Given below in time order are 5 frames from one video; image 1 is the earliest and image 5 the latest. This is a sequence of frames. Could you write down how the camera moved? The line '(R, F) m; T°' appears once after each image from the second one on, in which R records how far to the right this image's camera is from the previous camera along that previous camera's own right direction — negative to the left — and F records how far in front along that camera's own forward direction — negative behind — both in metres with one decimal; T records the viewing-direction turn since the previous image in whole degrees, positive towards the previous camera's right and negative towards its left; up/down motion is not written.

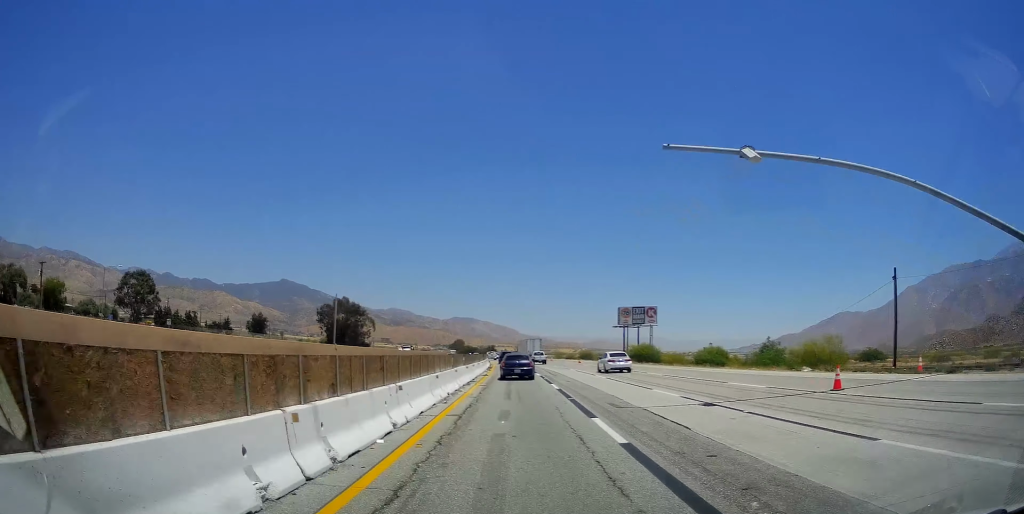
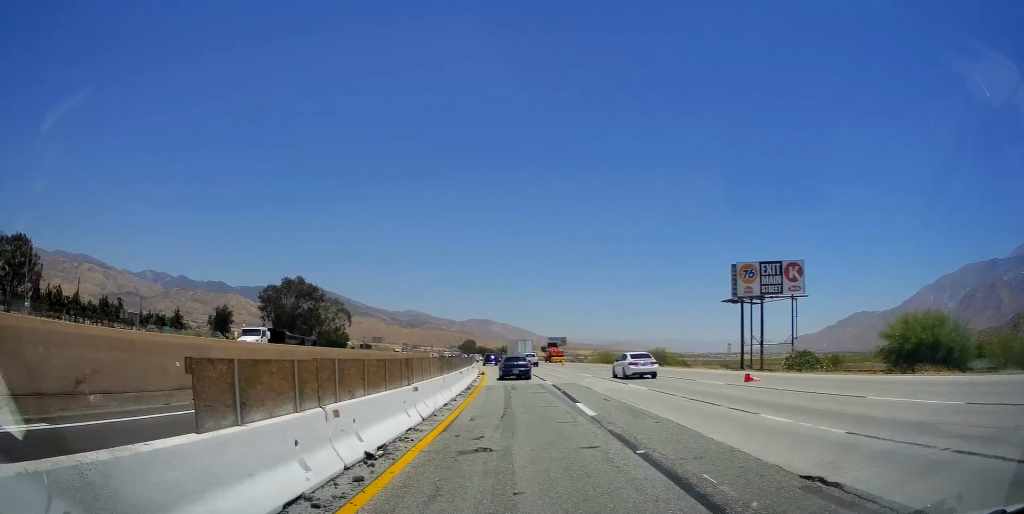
(-0.3, +53.9) m; -1°
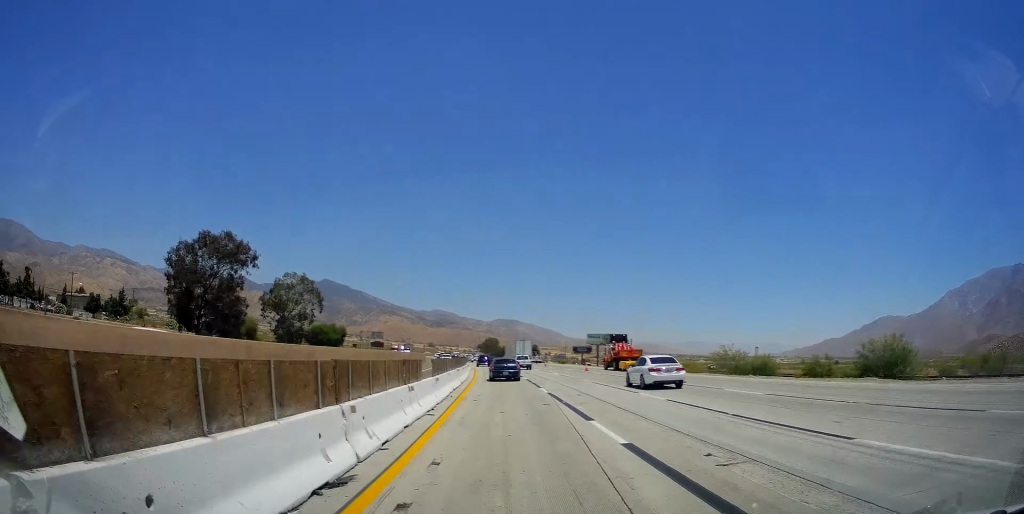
(-0.7, +45.9) m; -3°
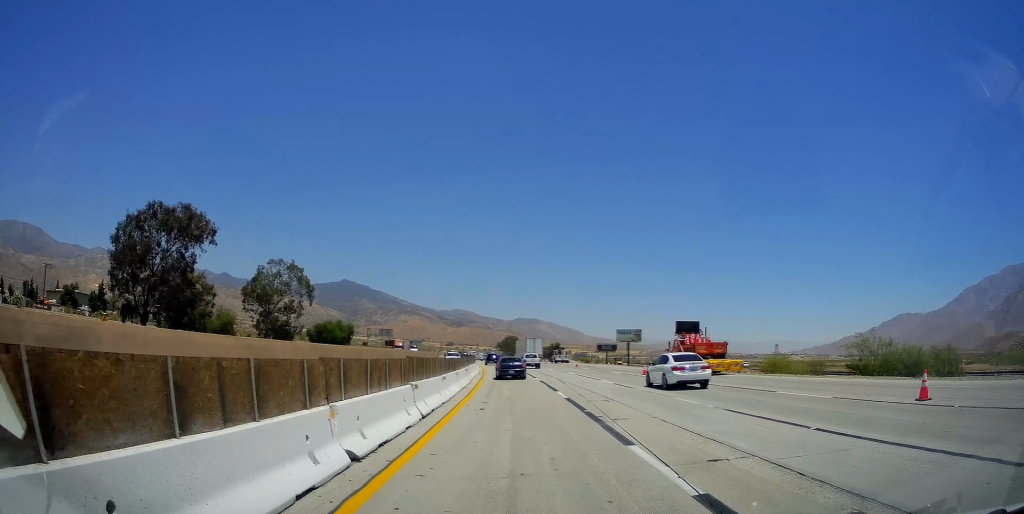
(-0.5, +18.0) m; -1°
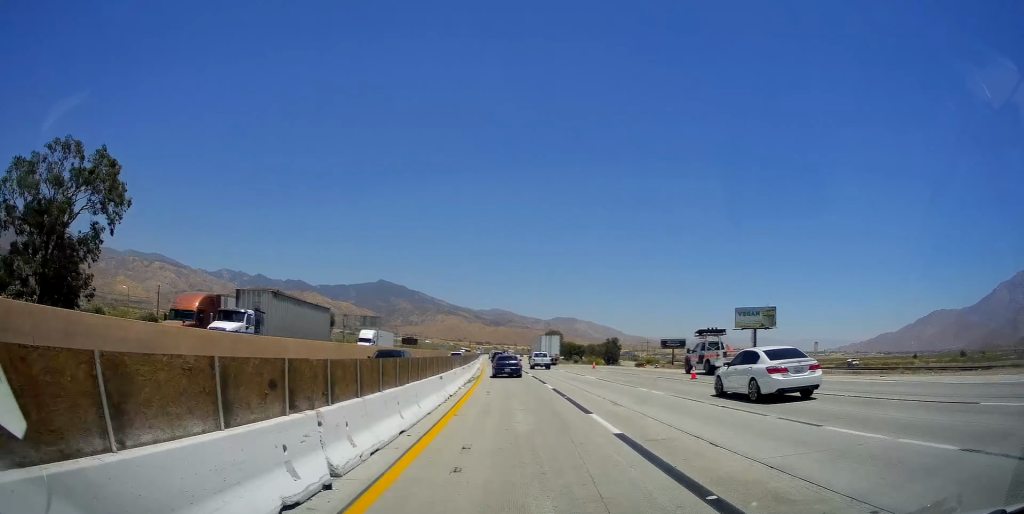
(-2.1, +69.2) m; -4°
